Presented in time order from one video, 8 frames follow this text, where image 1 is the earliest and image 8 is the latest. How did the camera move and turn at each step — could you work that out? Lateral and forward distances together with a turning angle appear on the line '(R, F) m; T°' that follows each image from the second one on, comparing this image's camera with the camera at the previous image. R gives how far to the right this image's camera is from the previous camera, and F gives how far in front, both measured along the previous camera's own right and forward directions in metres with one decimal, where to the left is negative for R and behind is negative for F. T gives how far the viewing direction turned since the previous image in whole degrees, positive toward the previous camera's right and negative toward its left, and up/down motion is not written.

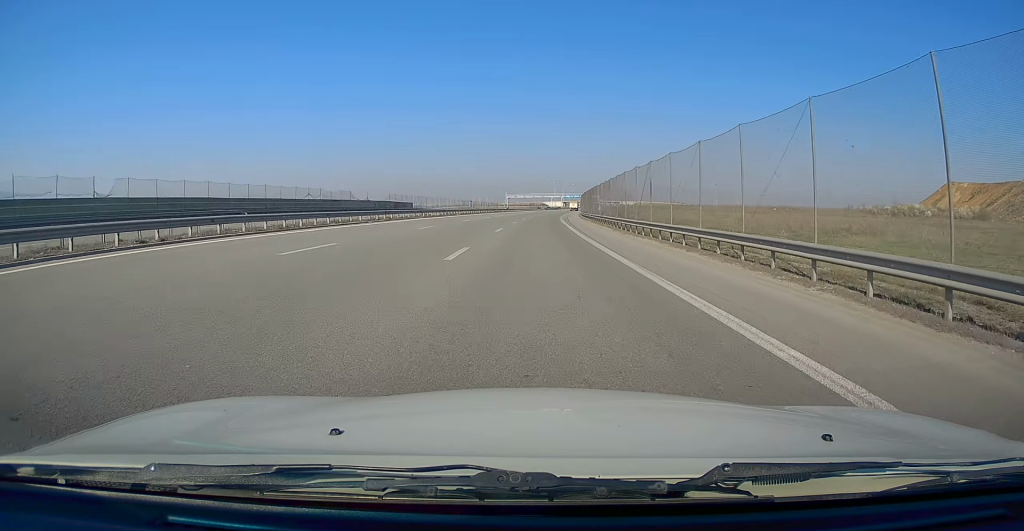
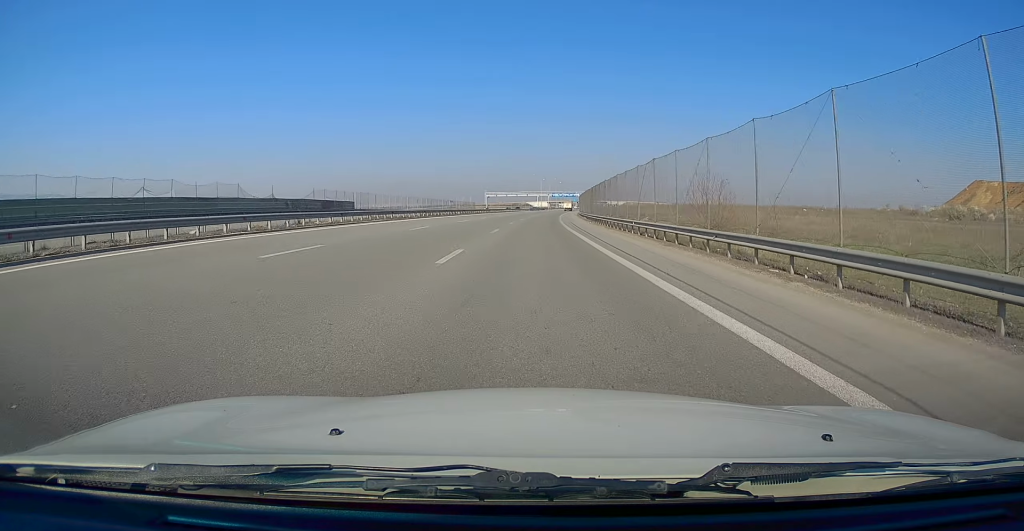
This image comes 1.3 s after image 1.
(+0.8, +33.0) m; +2°
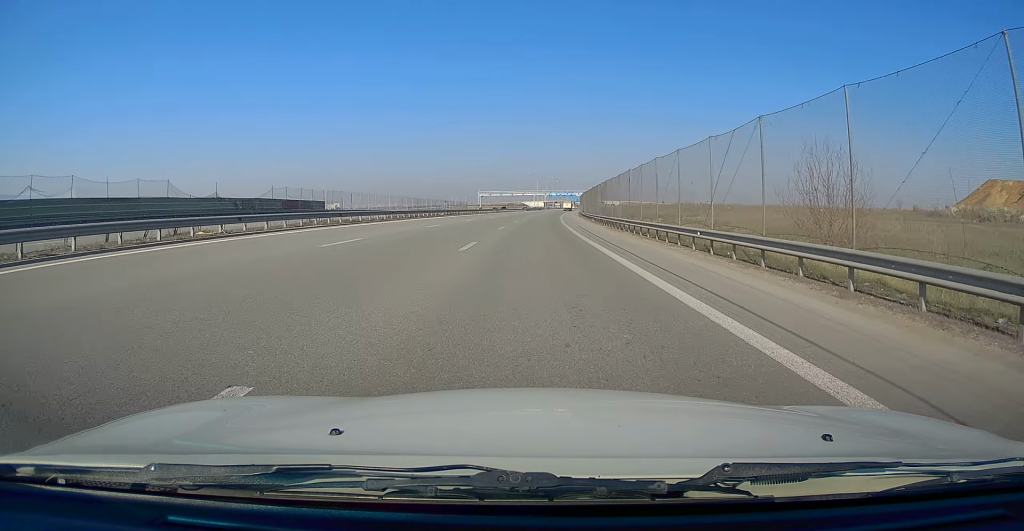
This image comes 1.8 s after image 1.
(+0.1, +12.4) m; 0°
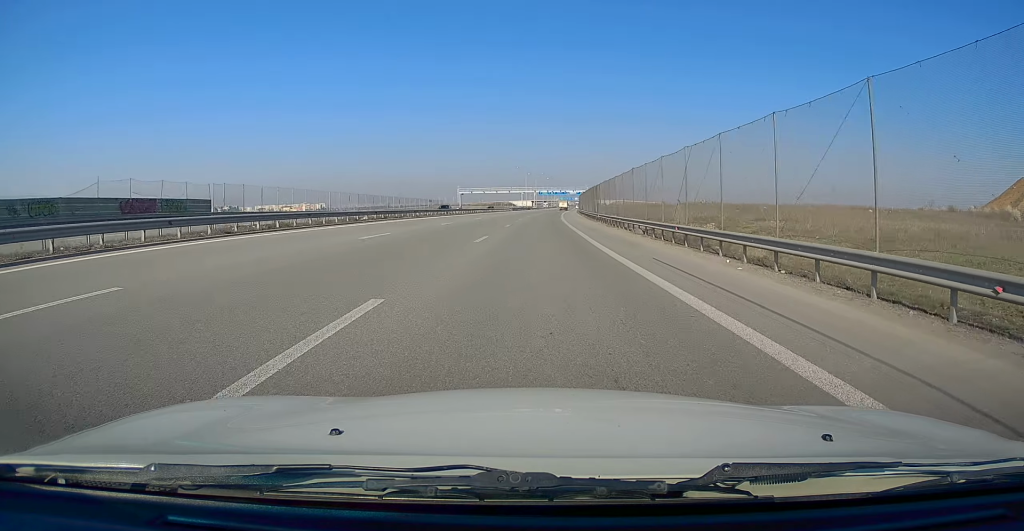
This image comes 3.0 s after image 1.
(0.0, +28.7) m; 0°
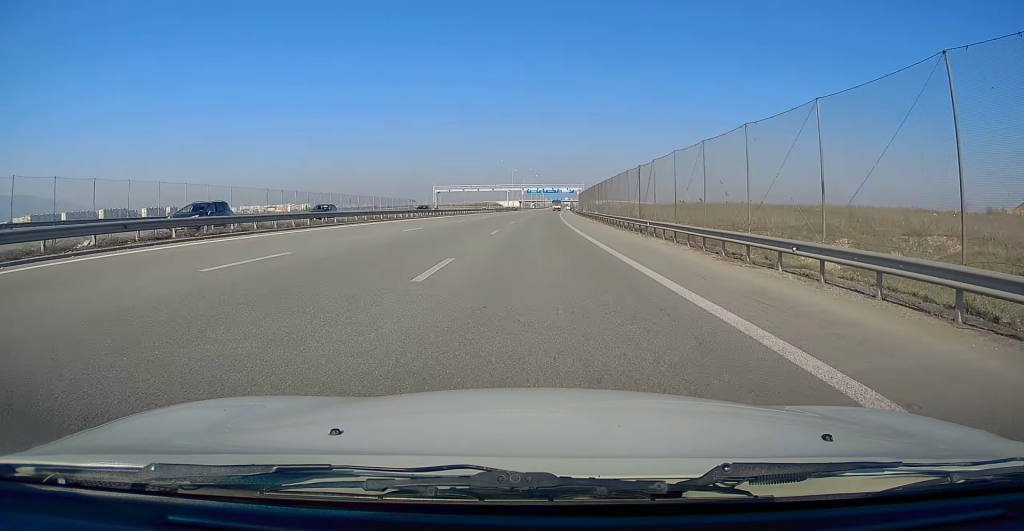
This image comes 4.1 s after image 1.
(+0.2, +26.1) m; +1°
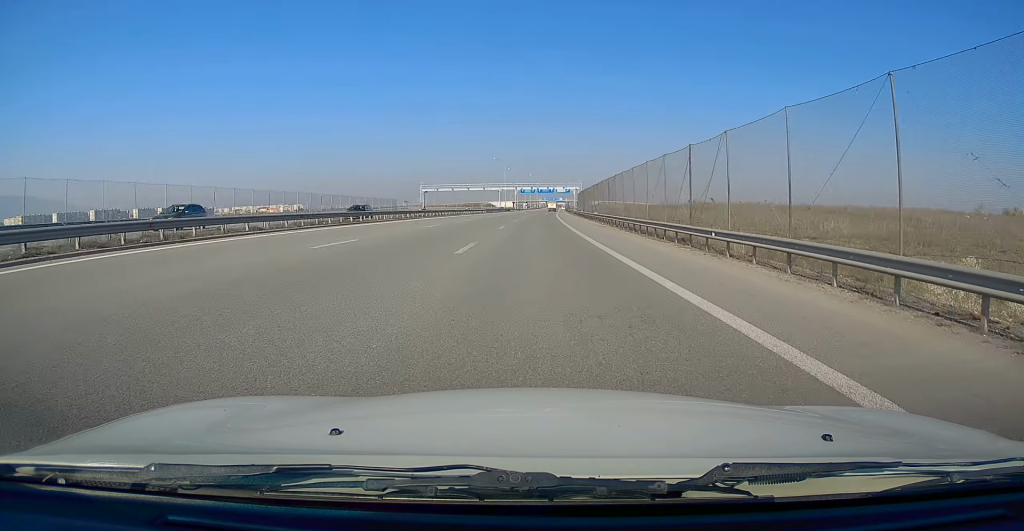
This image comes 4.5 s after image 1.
(+0.2, +10.6) m; 0°
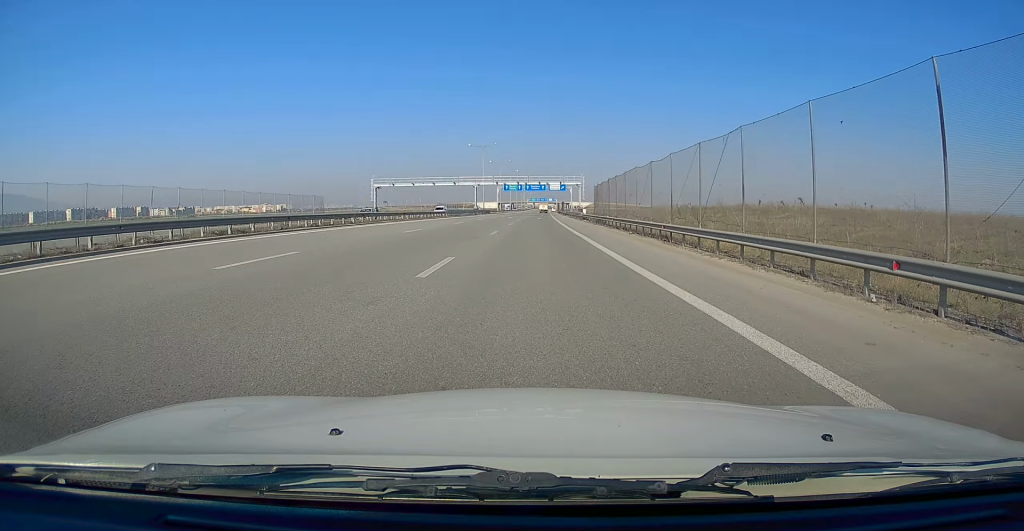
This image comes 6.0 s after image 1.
(+0.5, +37.2) m; +2°
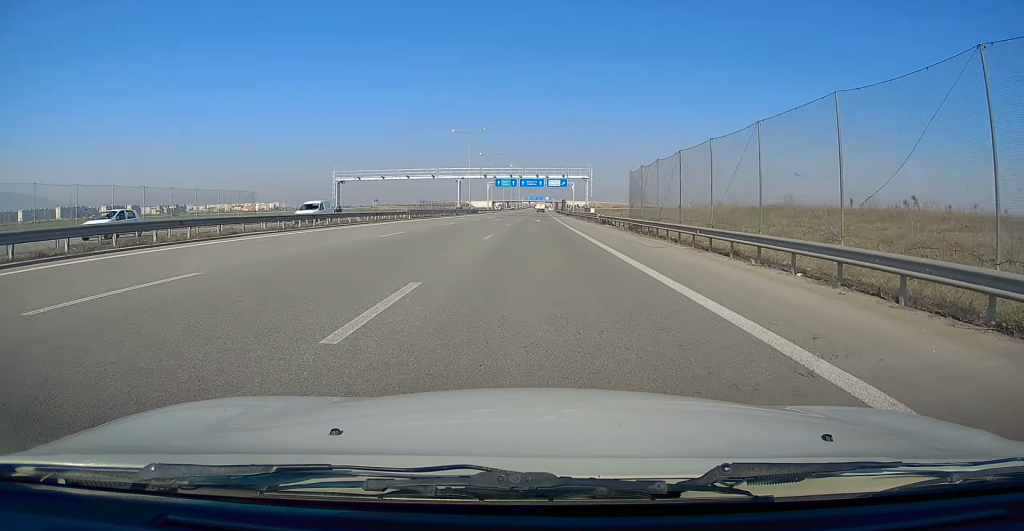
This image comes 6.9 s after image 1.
(+0.3, +21.0) m; +1°
